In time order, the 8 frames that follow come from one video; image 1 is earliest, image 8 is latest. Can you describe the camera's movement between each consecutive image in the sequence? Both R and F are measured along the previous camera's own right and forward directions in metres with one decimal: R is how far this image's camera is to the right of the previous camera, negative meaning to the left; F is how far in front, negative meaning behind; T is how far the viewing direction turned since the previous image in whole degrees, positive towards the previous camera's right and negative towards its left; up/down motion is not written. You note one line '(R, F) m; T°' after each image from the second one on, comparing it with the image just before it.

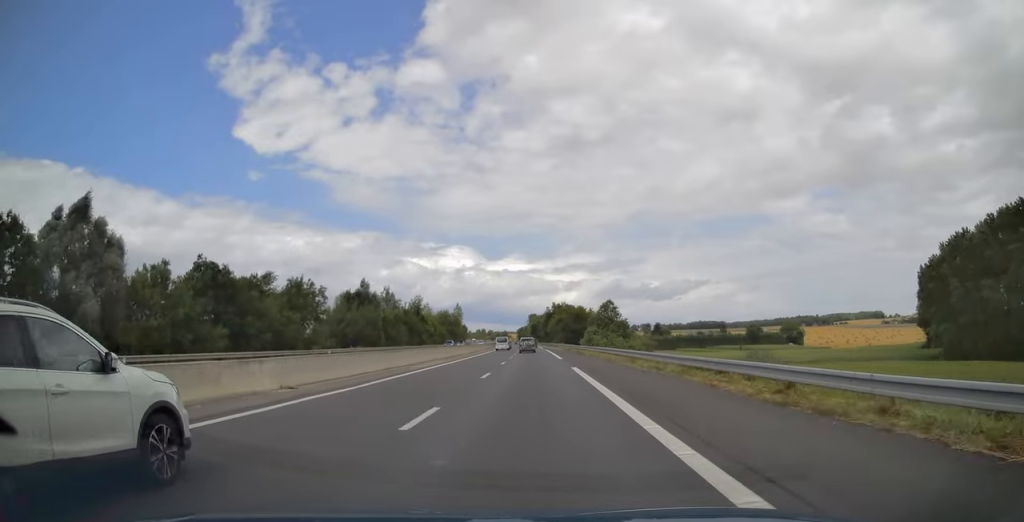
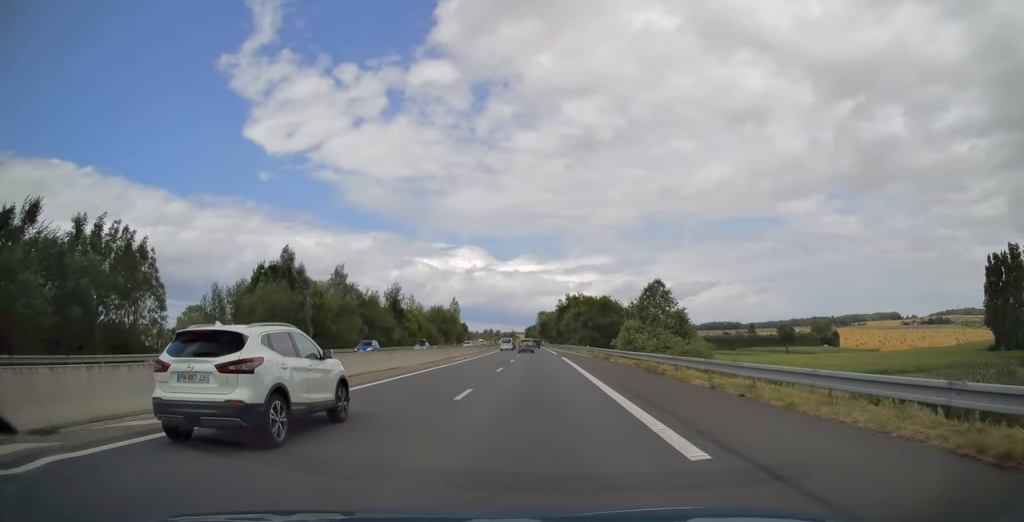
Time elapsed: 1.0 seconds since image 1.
(-0.3, +33.9) m; -1°
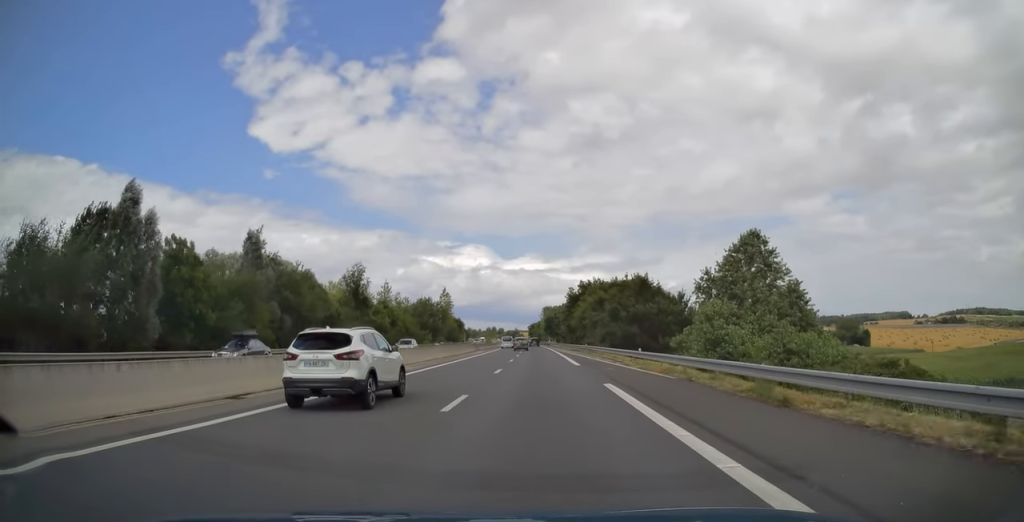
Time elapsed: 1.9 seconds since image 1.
(-0.2, +28.5) m; -1°
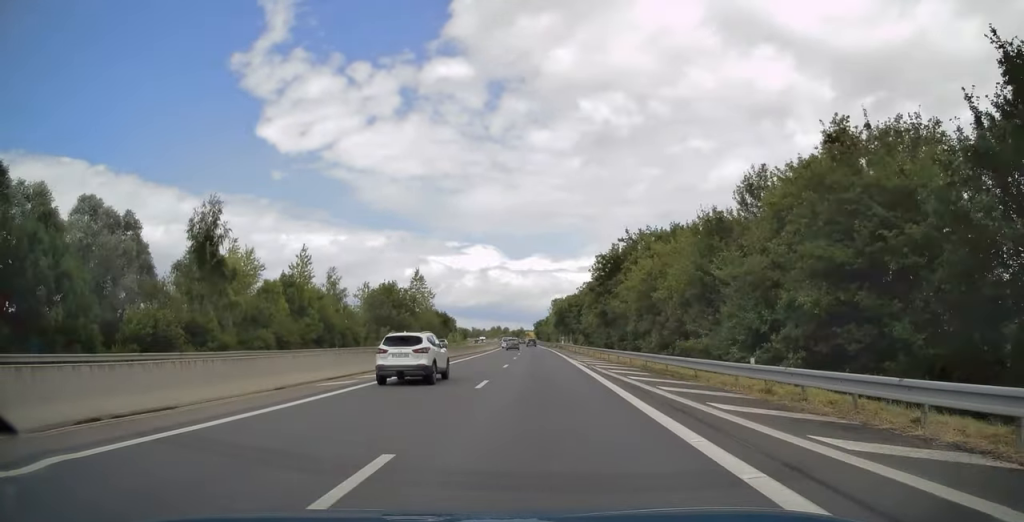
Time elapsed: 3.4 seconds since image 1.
(-0.4, +46.3) m; -1°
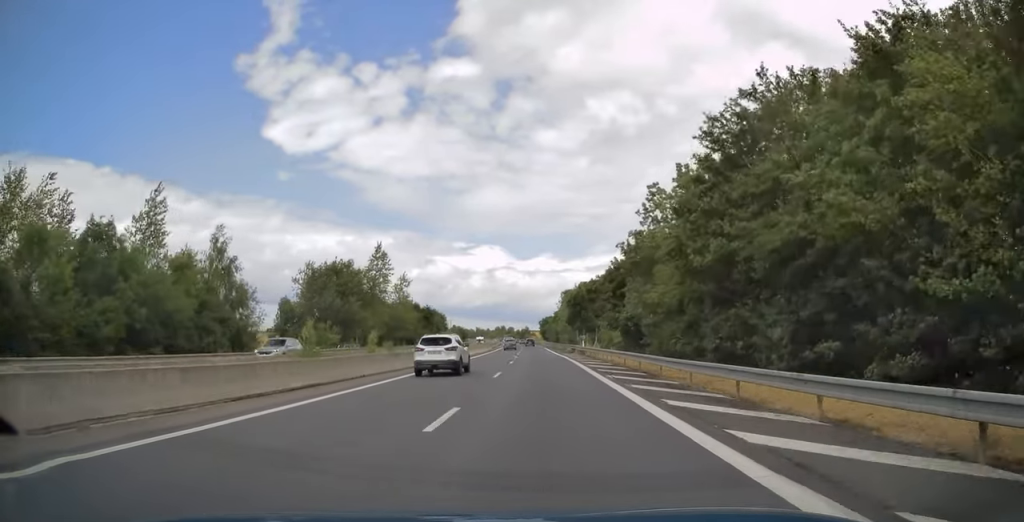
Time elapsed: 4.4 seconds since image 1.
(-0.2, +34.0) m; 0°
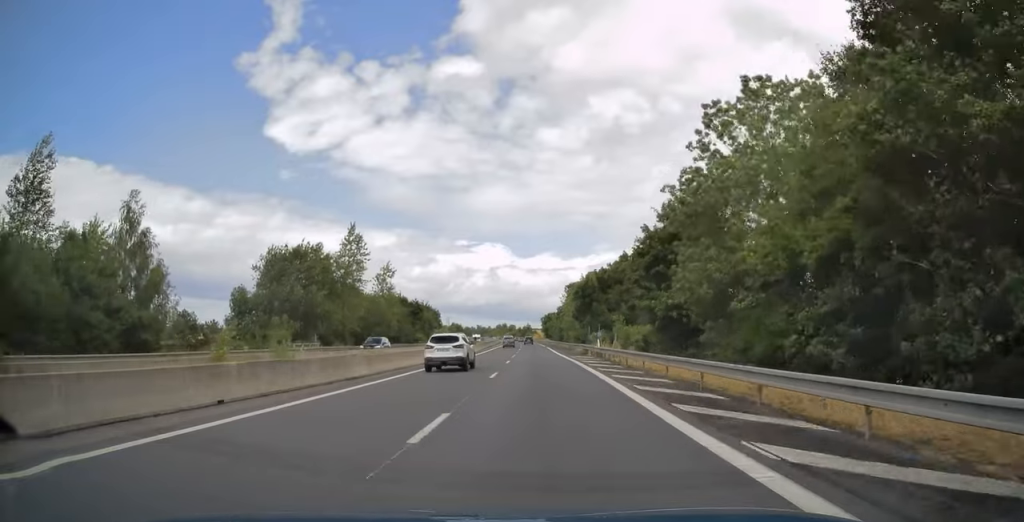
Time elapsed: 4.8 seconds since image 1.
(0.0, +14.0) m; 0°
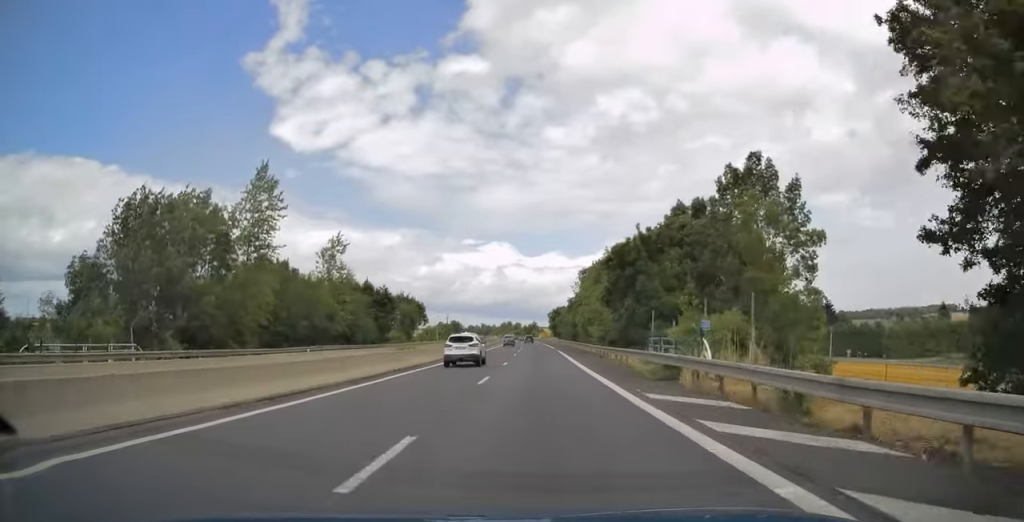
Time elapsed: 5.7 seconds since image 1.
(-0.1, +28.5) m; -1°
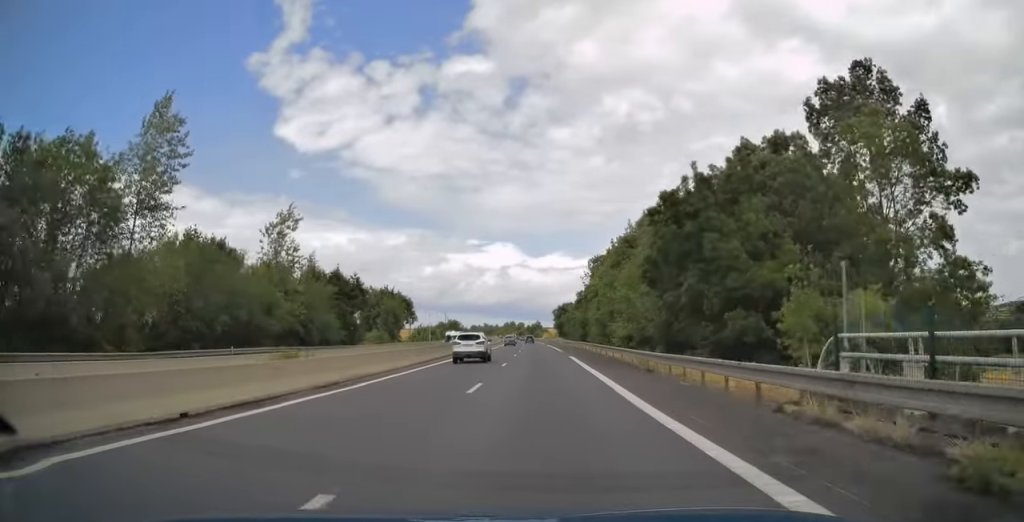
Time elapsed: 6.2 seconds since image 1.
(0.0, +16.1) m; 0°
